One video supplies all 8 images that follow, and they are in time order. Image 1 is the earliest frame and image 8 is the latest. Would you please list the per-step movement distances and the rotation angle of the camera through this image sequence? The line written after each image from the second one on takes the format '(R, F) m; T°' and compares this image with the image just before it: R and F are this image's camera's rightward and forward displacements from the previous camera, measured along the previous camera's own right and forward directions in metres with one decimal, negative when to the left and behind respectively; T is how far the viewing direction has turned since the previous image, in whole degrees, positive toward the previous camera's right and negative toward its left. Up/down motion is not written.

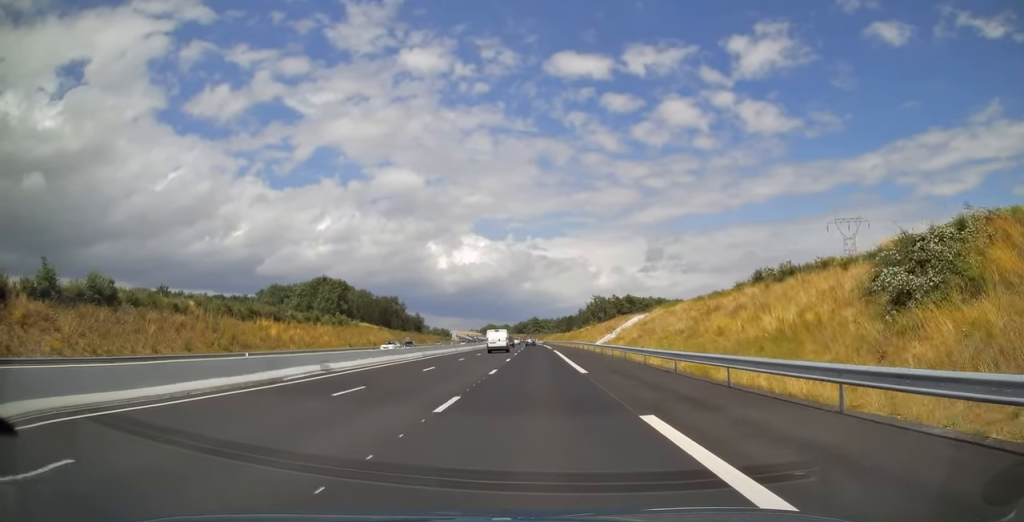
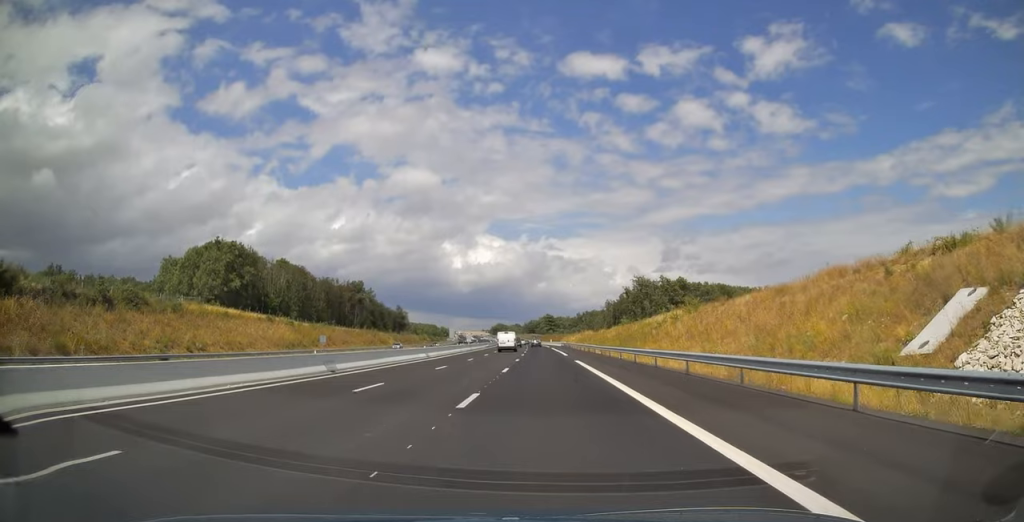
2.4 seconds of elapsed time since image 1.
(-1.2, +77.9) m; -2°
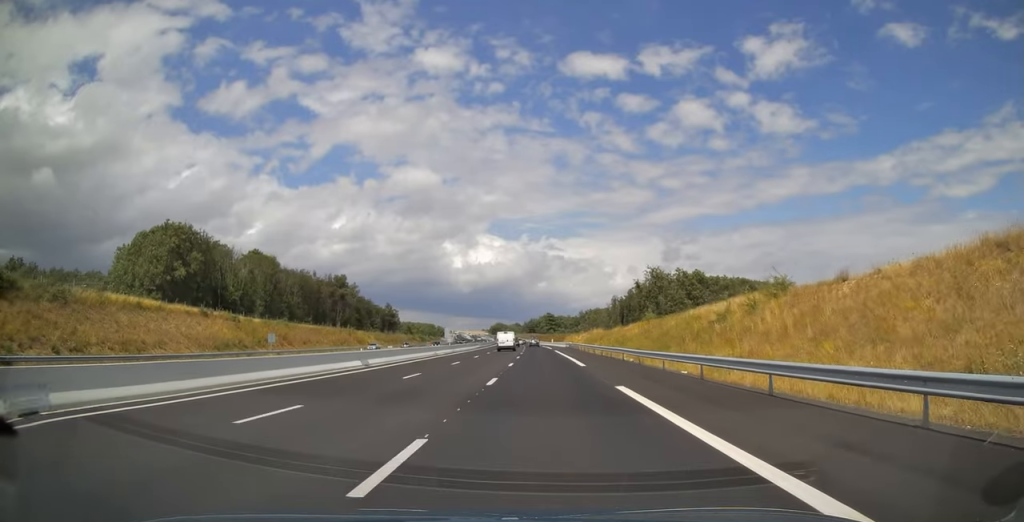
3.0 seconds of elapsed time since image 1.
(-0.1, +20.1) m; 0°
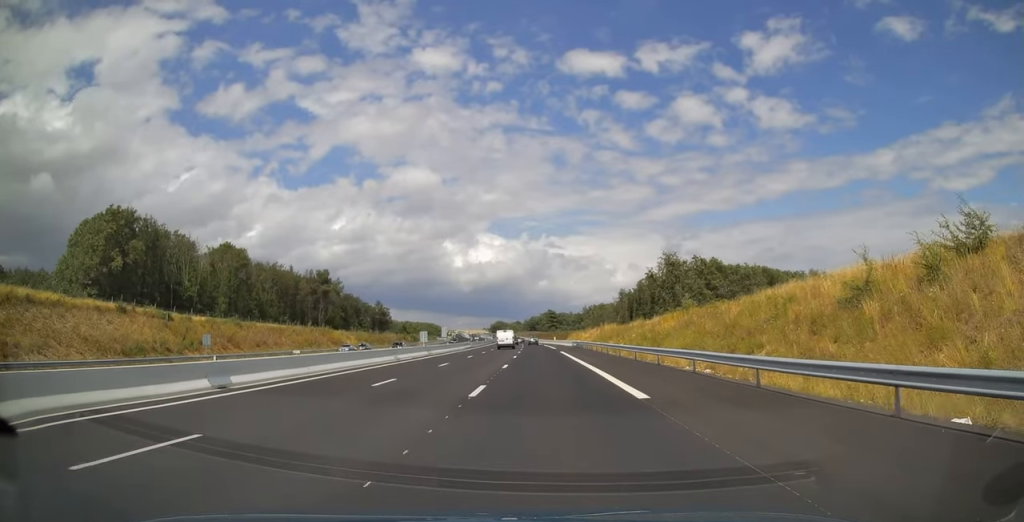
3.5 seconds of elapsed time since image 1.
(+0.1, +17.3) m; 0°
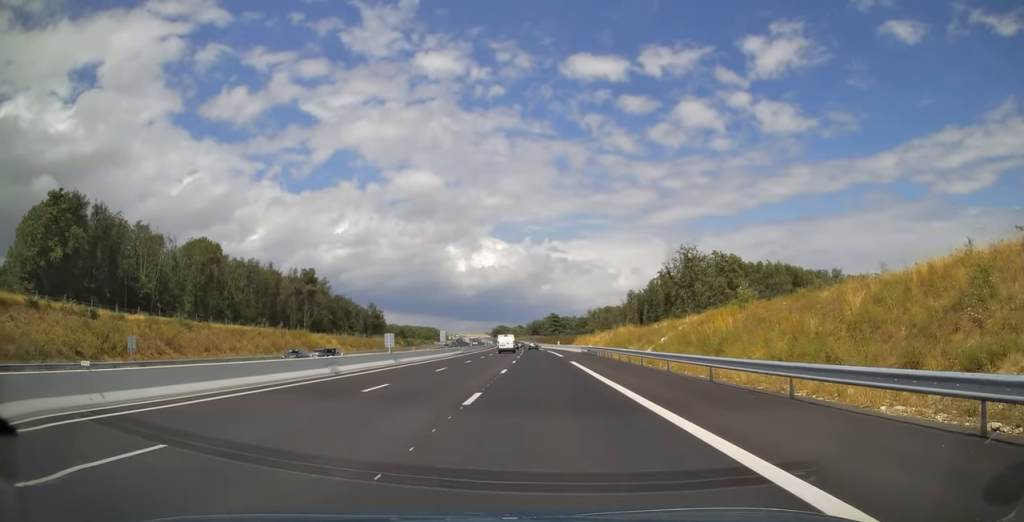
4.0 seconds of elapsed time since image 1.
(+0.1, +14.1) m; 0°
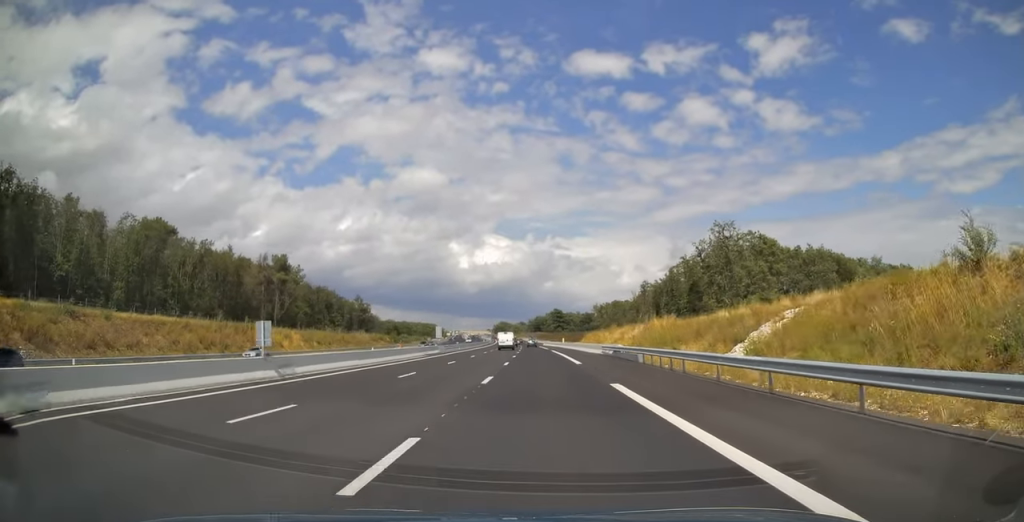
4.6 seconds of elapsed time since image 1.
(-0.2, +21.1) m; 0°
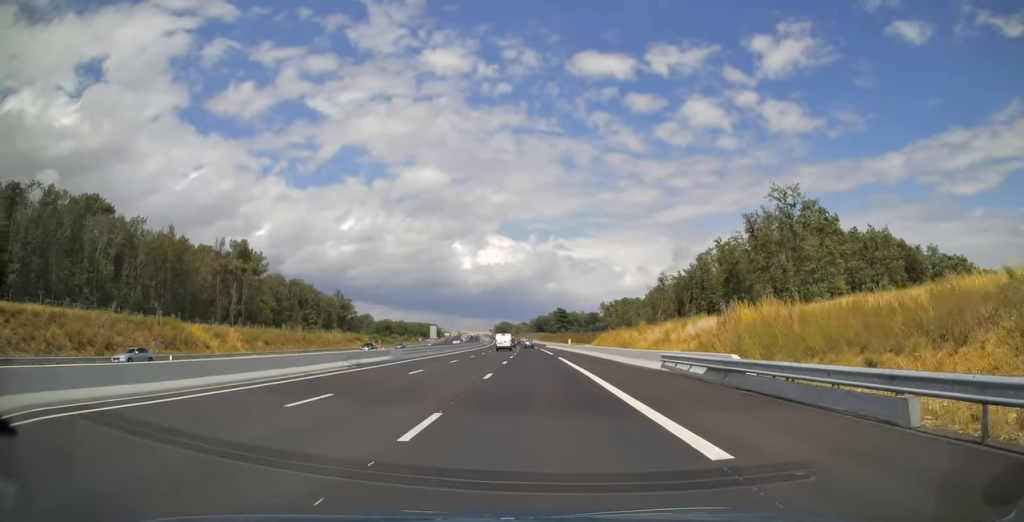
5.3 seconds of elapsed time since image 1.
(-0.1, +23.3) m; 0°
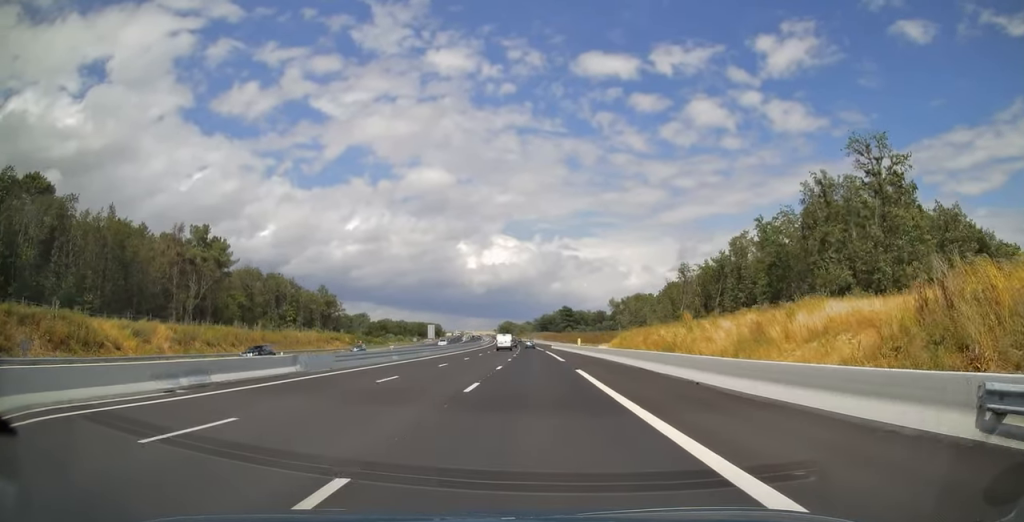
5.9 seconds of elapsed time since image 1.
(0.0, +18.4) m; 0°
